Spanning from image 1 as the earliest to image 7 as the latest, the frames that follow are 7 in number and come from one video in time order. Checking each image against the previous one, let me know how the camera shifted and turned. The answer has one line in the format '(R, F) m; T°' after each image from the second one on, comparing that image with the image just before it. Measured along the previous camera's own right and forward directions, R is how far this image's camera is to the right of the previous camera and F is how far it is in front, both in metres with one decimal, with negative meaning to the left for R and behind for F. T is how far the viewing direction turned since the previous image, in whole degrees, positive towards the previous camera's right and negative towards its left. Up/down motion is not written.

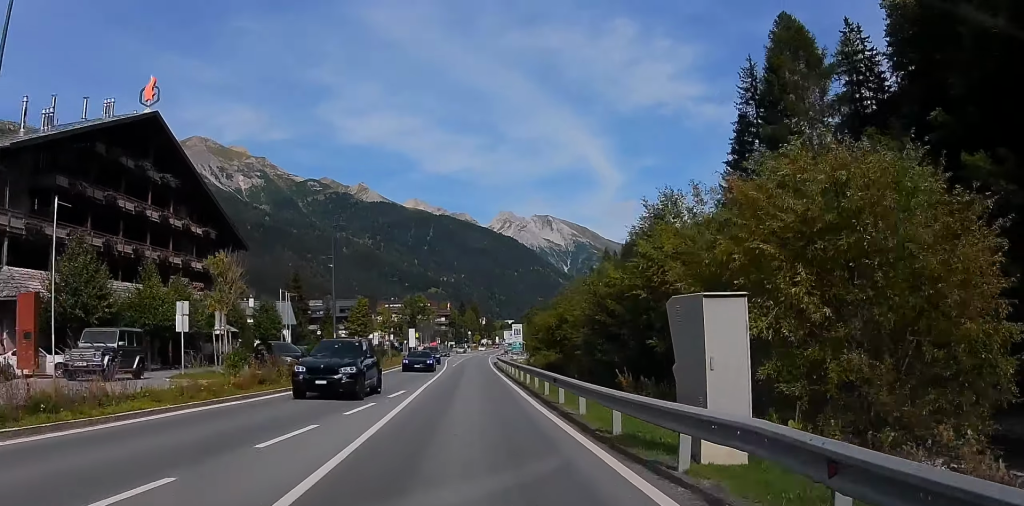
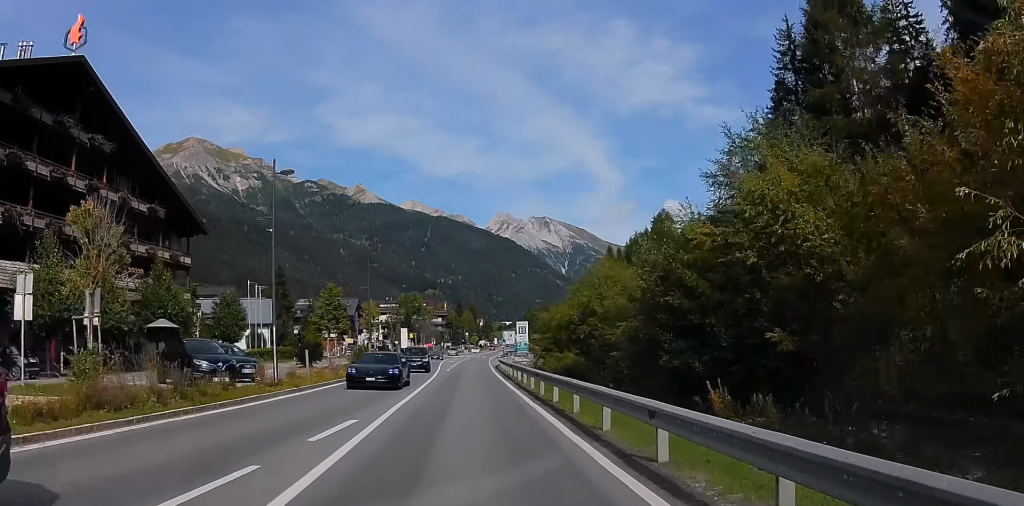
(+0.6, +10.8) m; +3°
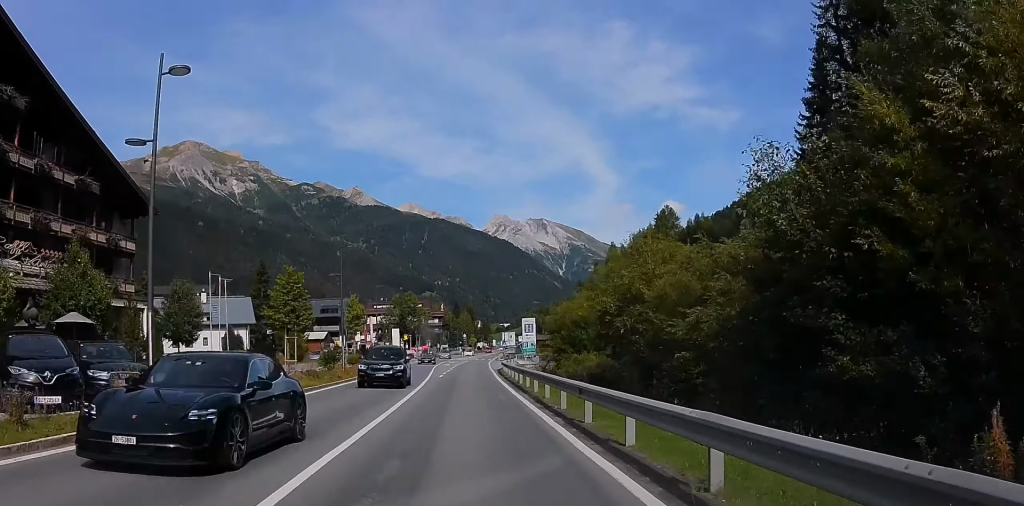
(+0.3, +9.9) m; +1°
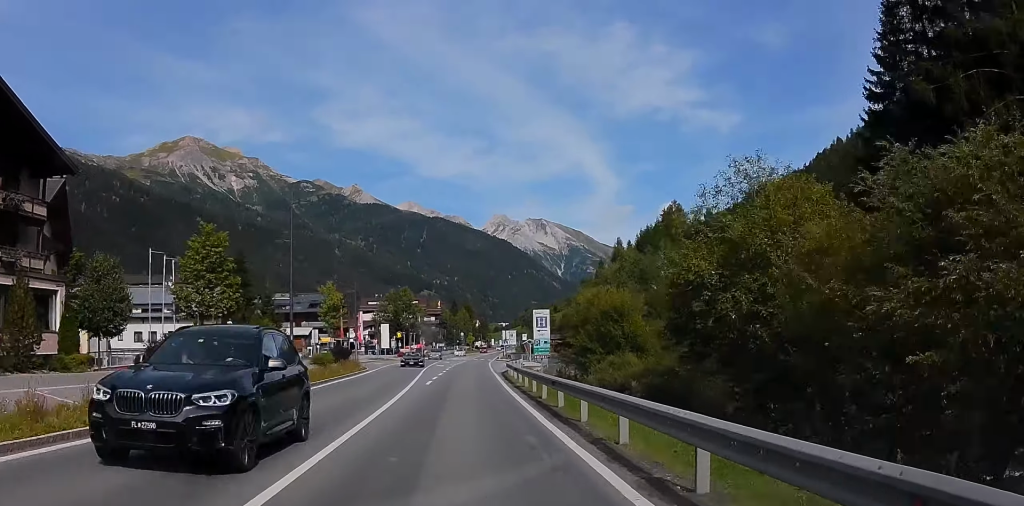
(0.0, +11.3) m; -1°
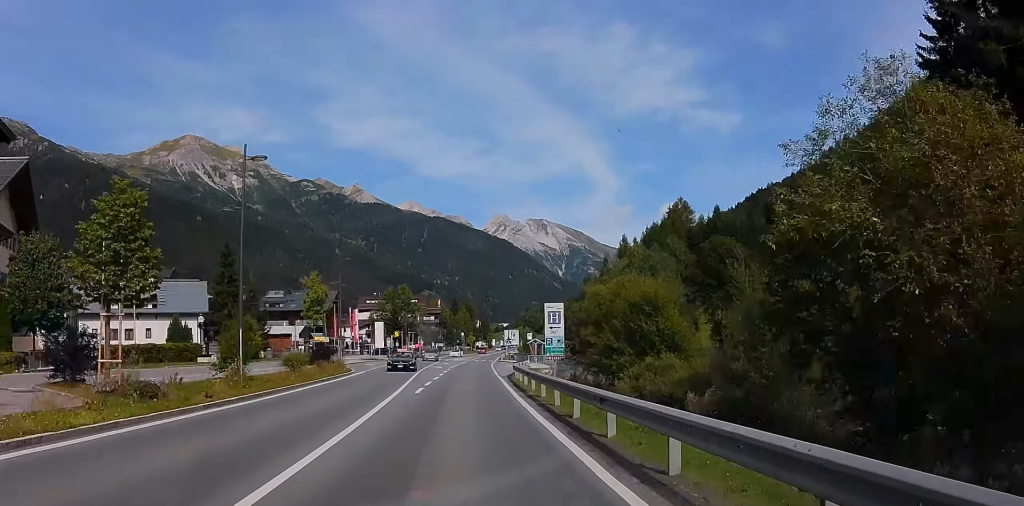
(-0.2, +6.6) m; 0°
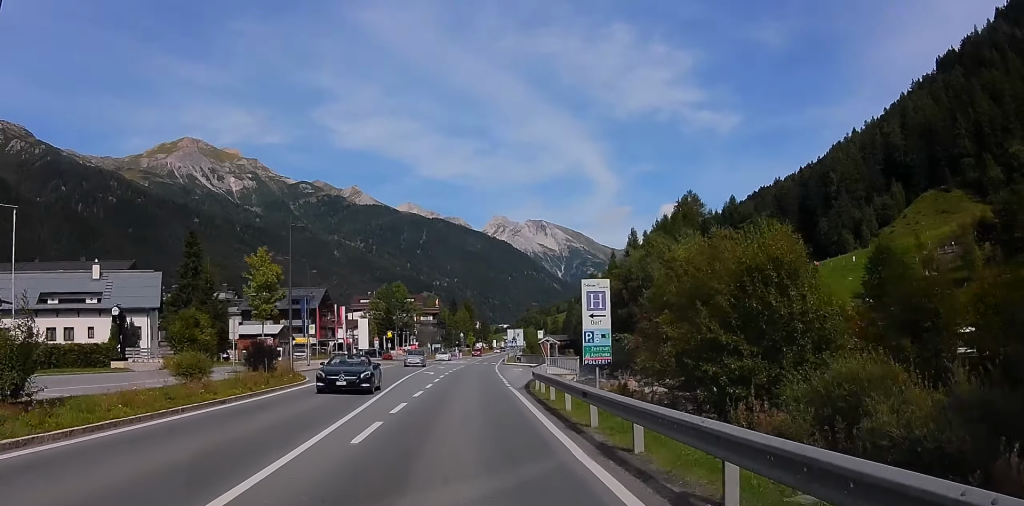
(+0.3, +13.3) m; +1°
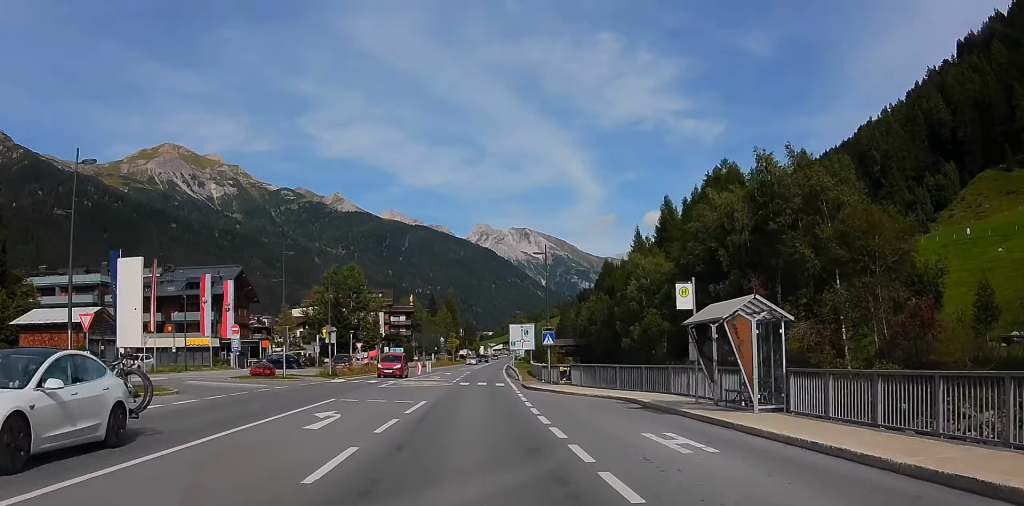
(-1.3, +51.8) m; 0°
